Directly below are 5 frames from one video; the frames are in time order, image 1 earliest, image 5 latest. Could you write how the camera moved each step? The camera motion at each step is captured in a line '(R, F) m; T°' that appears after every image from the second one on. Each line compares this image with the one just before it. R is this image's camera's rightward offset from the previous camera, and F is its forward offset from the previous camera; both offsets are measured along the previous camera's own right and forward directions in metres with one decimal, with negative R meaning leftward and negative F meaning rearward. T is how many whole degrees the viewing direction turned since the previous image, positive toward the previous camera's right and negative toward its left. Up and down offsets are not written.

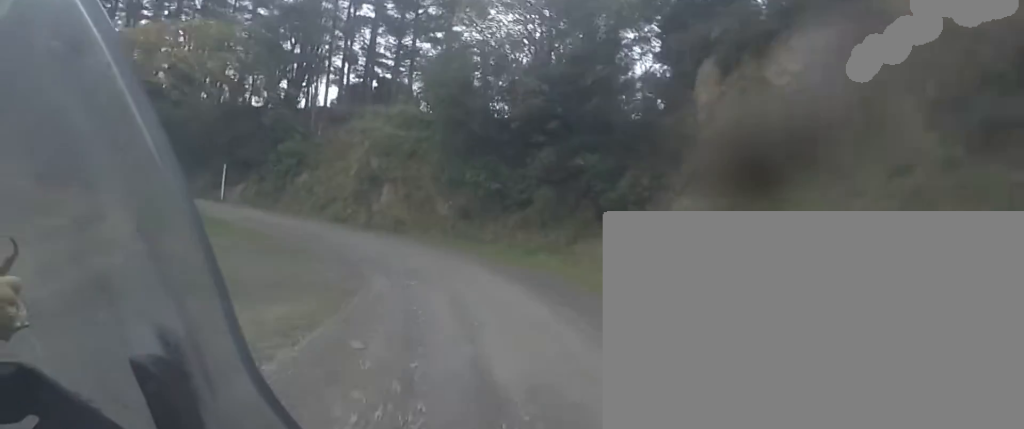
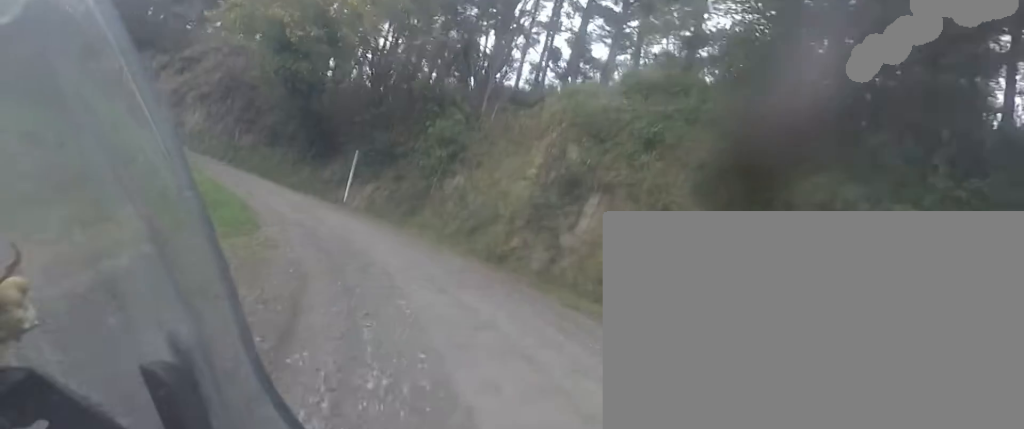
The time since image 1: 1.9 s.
(-3.6, +17.4) m; -26°
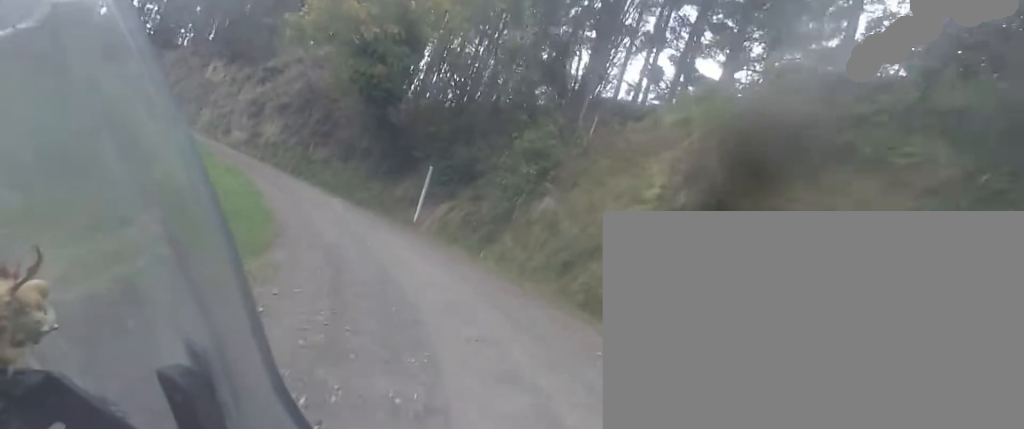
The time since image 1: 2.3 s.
(+0.1, +3.9) m; -8°
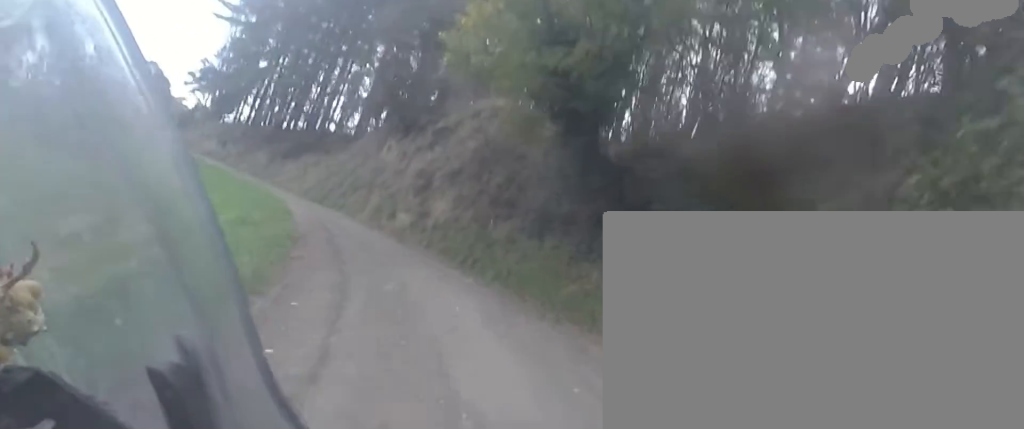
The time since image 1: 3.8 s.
(-3.5, +13.5) m; -26°
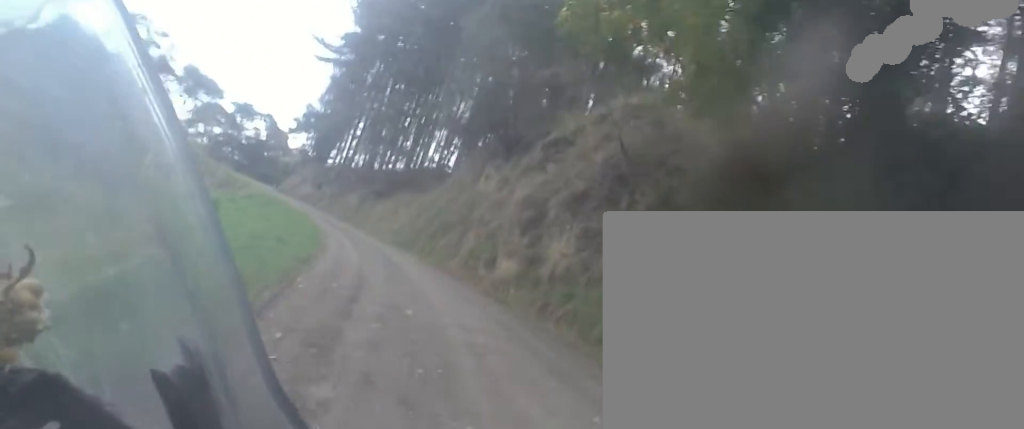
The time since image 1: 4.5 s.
(0.0, +7.2) m; -15°
